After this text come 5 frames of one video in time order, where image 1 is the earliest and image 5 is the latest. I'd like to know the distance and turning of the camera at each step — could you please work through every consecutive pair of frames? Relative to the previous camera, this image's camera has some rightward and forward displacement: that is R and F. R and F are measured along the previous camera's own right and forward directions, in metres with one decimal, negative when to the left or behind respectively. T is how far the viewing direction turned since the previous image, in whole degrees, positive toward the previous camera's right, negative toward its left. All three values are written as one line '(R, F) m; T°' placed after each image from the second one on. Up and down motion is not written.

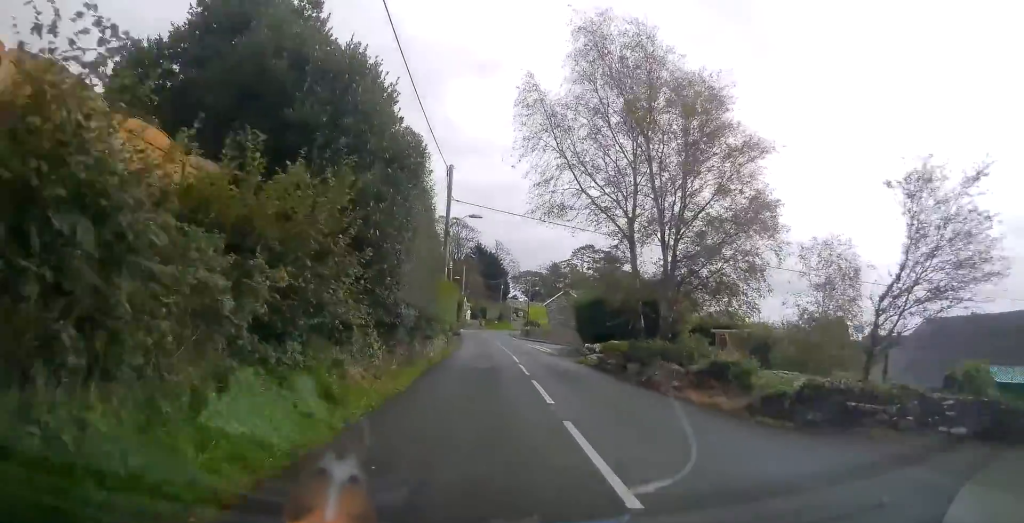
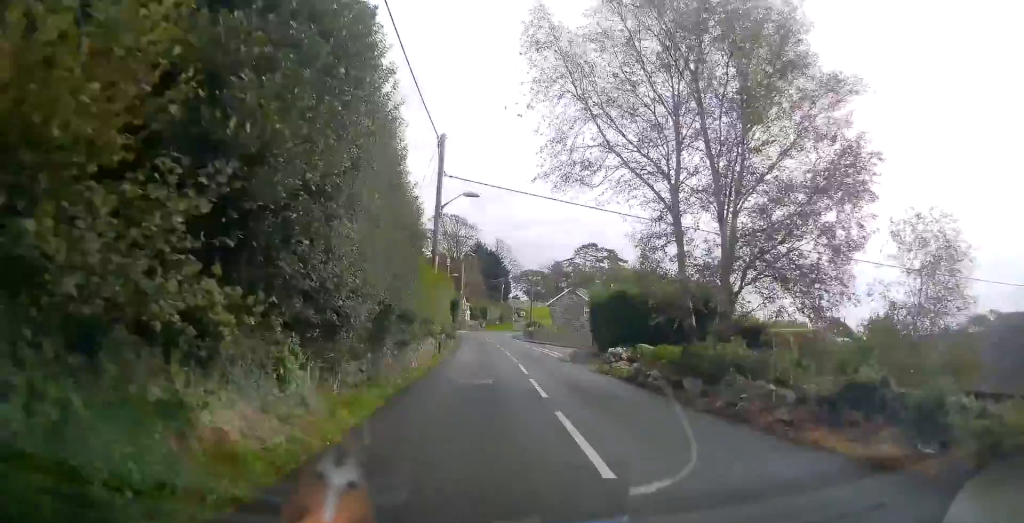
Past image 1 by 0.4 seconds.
(0.0, +5.1) m; 0°
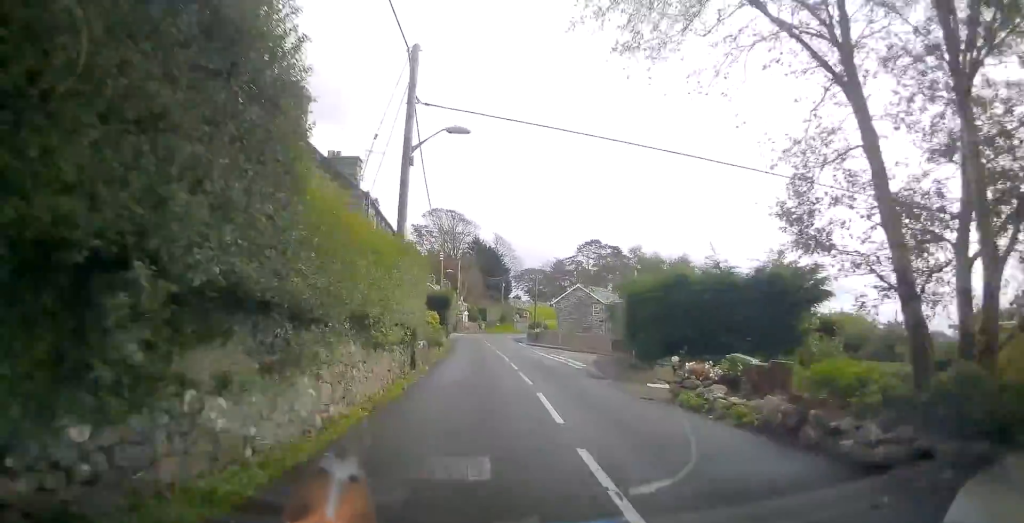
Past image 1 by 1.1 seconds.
(0.0, +8.5) m; 0°
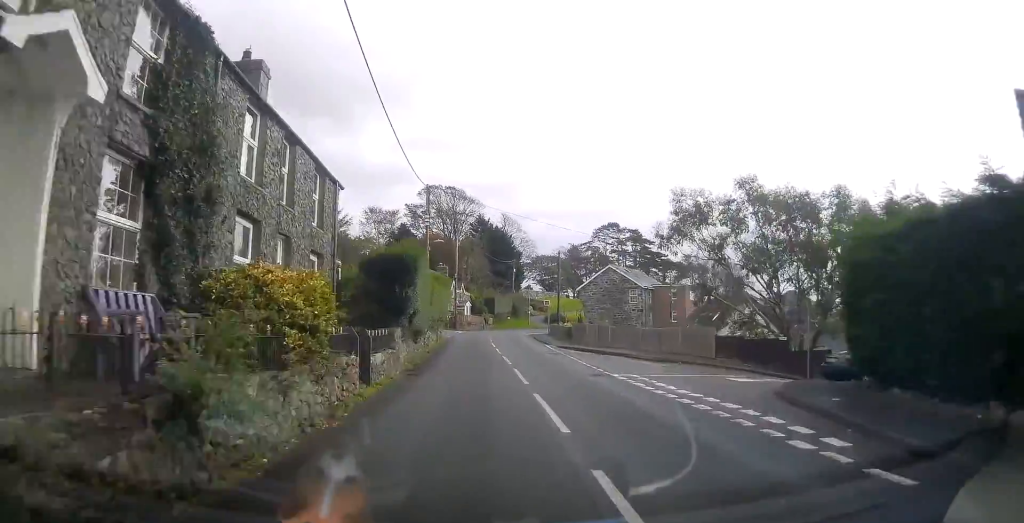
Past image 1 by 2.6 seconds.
(-0.3, +19.0) m; -1°
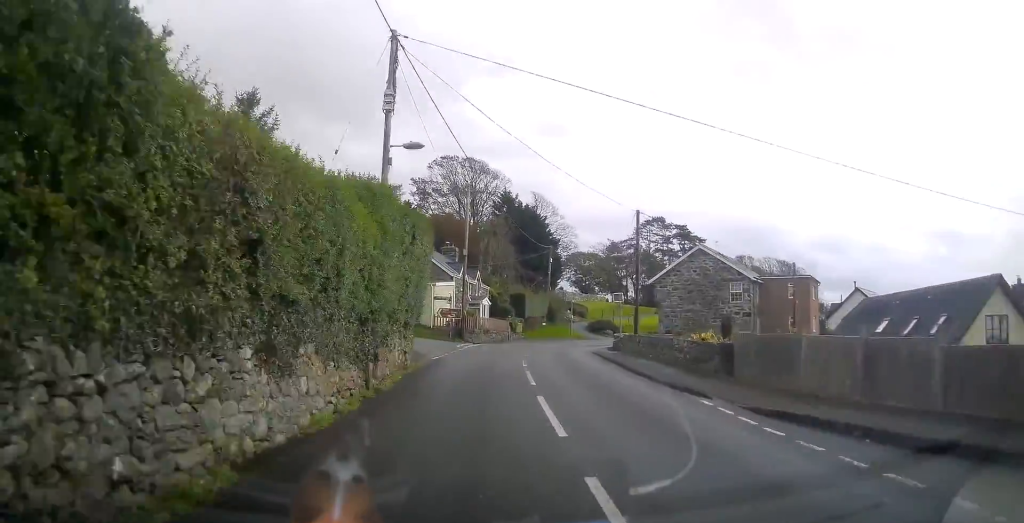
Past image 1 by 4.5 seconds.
(+0.1, +24.1) m; 0°
